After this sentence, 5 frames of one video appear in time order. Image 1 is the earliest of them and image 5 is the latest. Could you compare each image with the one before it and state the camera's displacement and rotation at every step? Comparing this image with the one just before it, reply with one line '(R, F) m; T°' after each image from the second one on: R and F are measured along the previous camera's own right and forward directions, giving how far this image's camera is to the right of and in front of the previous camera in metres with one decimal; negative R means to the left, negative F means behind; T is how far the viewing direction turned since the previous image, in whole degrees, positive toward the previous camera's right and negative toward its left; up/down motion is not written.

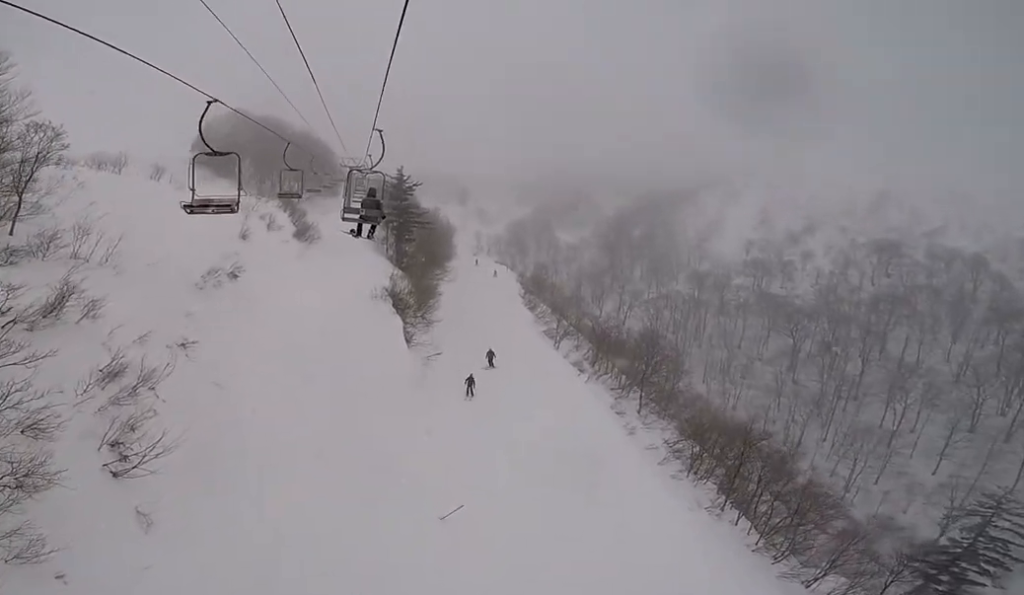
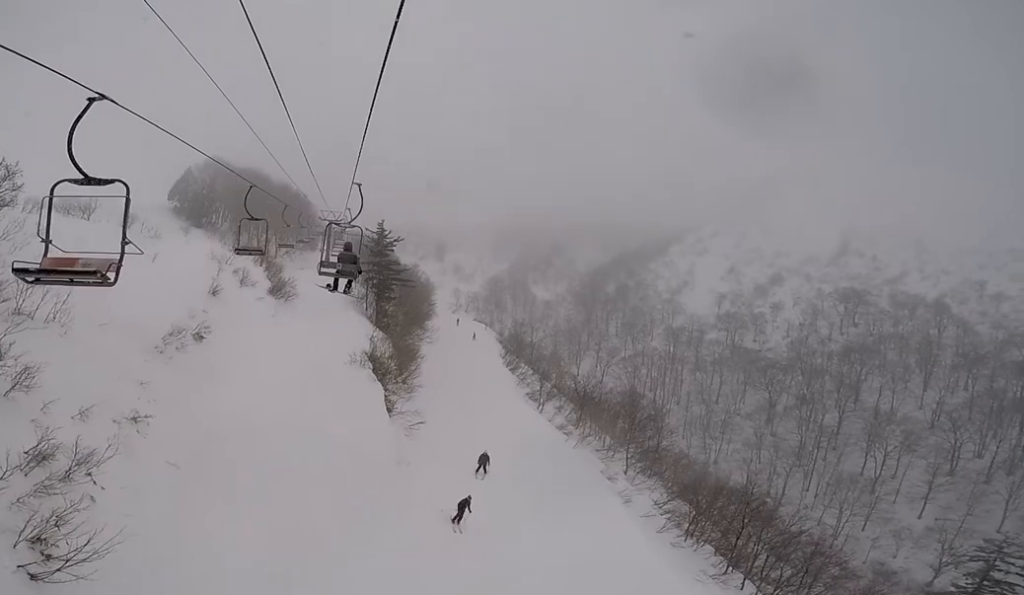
(0.0, +2.1) m; 0°
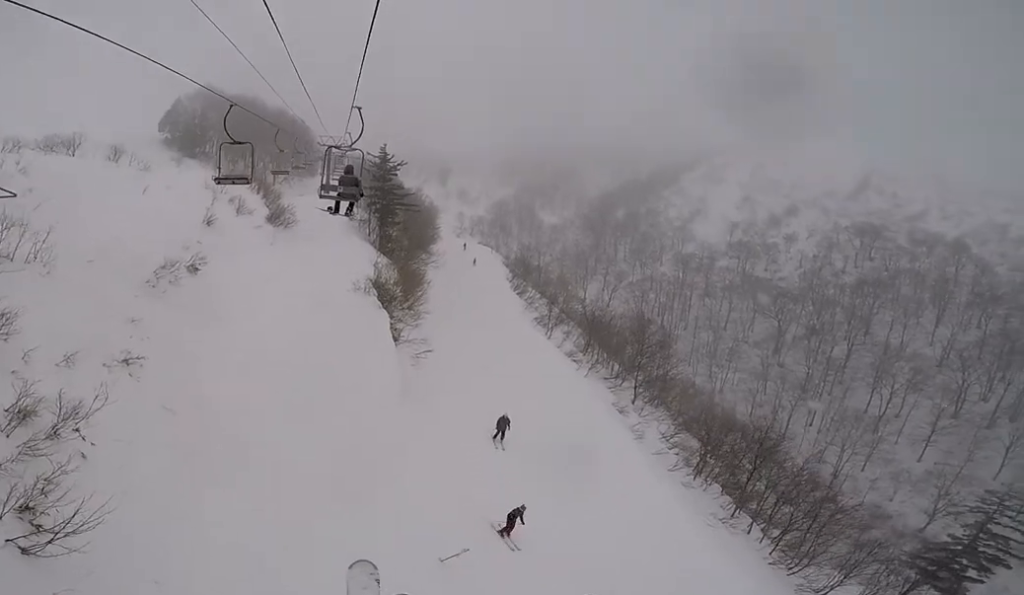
(0.0, +1.2) m; 0°
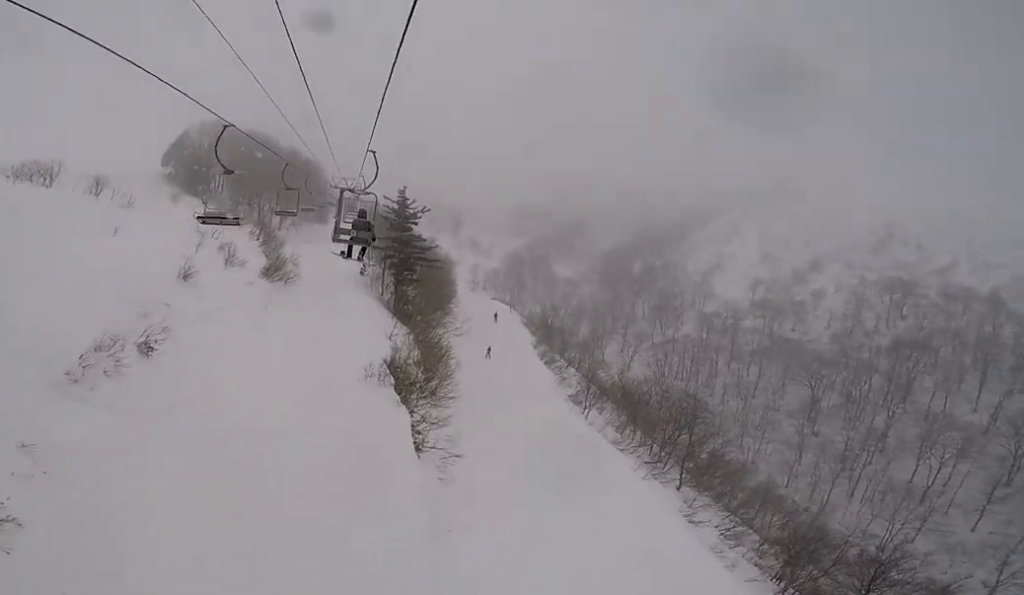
(0.0, +6.8) m; 0°
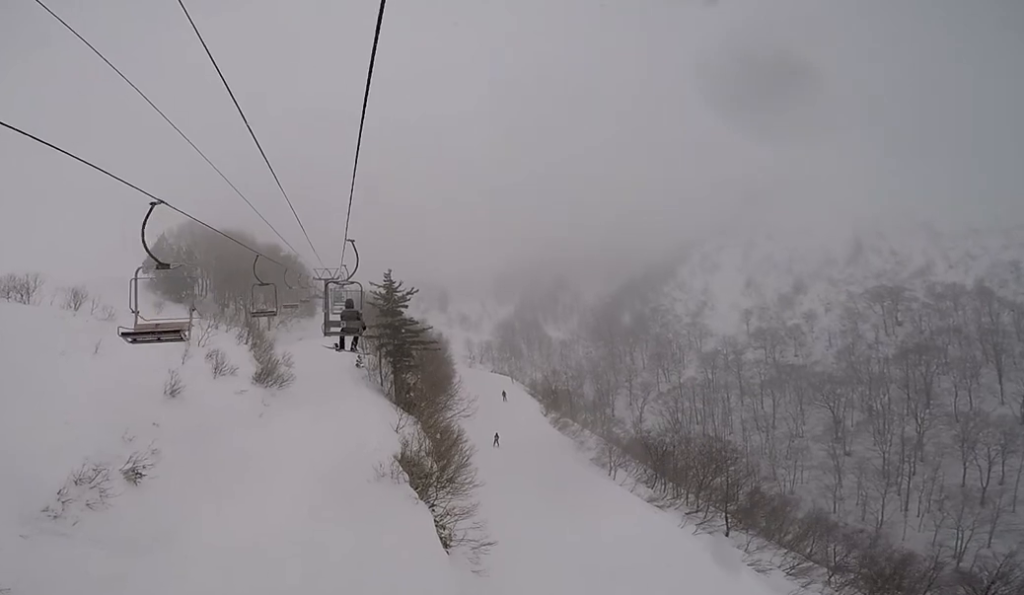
(0.0, +1.5) m; 0°
